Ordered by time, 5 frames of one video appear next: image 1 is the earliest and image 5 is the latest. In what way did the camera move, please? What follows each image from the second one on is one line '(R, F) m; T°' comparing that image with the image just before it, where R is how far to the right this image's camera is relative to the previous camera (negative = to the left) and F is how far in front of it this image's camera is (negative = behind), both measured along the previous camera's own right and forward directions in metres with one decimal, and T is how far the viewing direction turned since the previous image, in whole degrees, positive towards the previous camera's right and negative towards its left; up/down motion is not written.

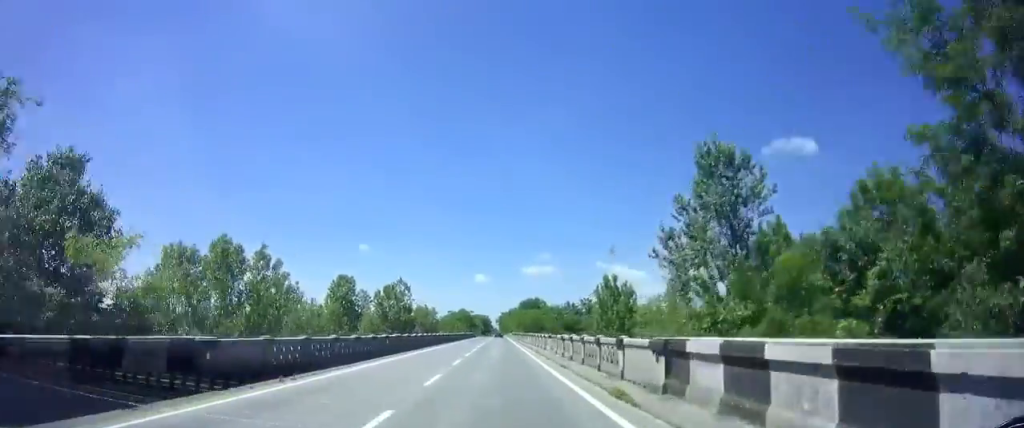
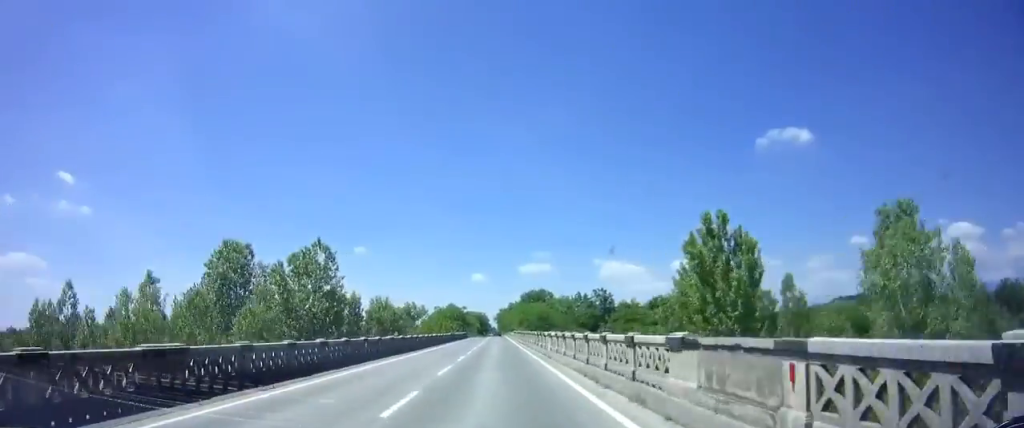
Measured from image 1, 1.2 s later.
(+0.2, +25.8) m; +1°
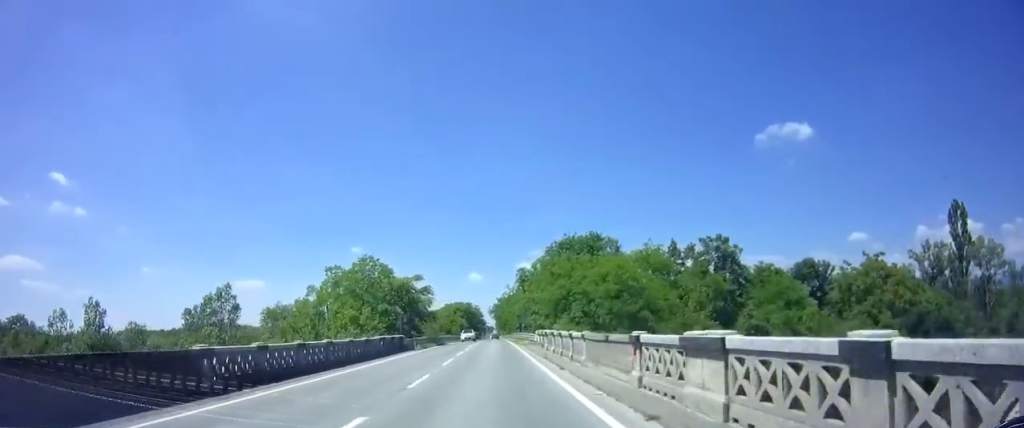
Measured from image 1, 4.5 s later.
(-0.1, +72.3) m; 0°
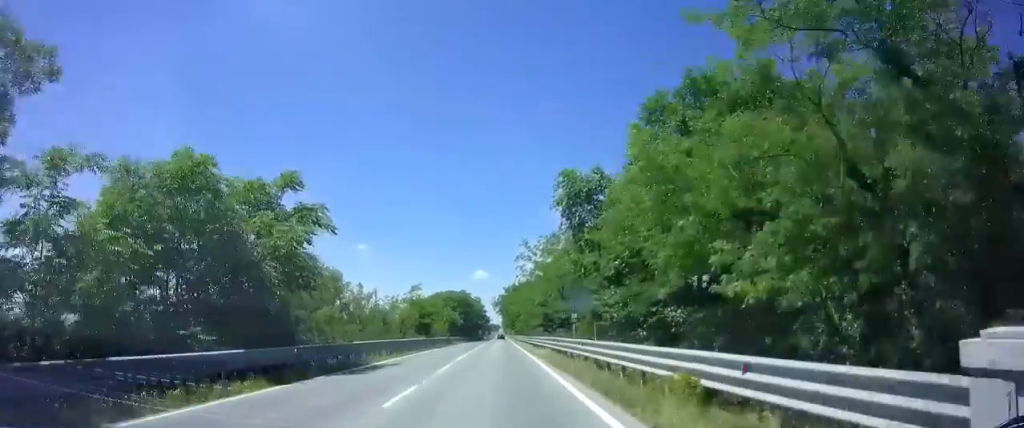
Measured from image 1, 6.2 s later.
(-0.6, +37.3) m; -1°
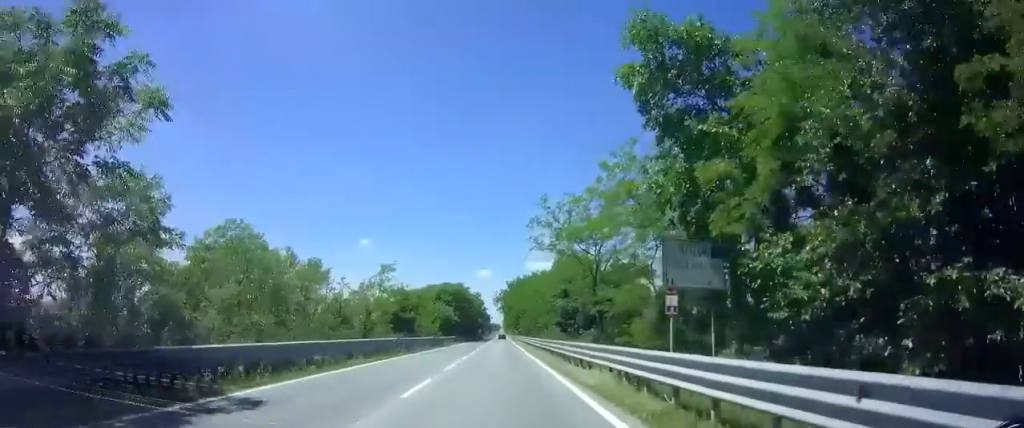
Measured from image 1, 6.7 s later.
(0.0, +12.8) m; 0°
